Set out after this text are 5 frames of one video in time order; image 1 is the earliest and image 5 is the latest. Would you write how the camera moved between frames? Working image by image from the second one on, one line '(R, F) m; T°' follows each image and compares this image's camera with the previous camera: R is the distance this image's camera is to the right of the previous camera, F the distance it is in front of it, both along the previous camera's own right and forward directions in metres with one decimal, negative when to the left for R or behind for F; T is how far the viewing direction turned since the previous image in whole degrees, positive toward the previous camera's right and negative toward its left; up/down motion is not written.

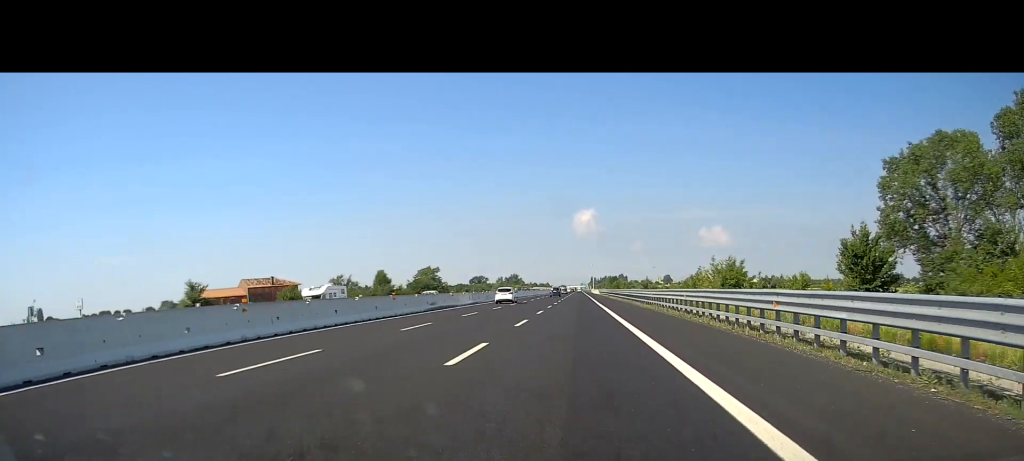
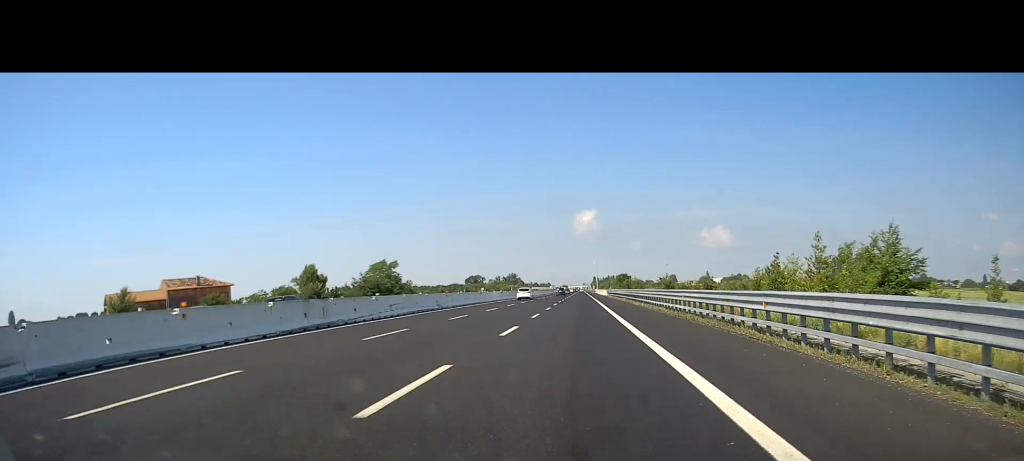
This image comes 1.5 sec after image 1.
(+0.1, +39.4) m; +1°
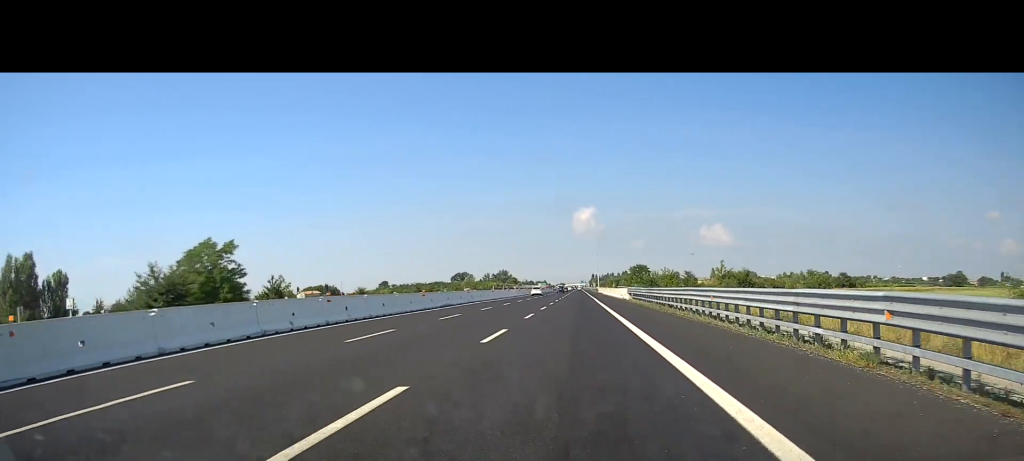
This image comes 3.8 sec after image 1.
(+0.5, +60.2) m; 0°
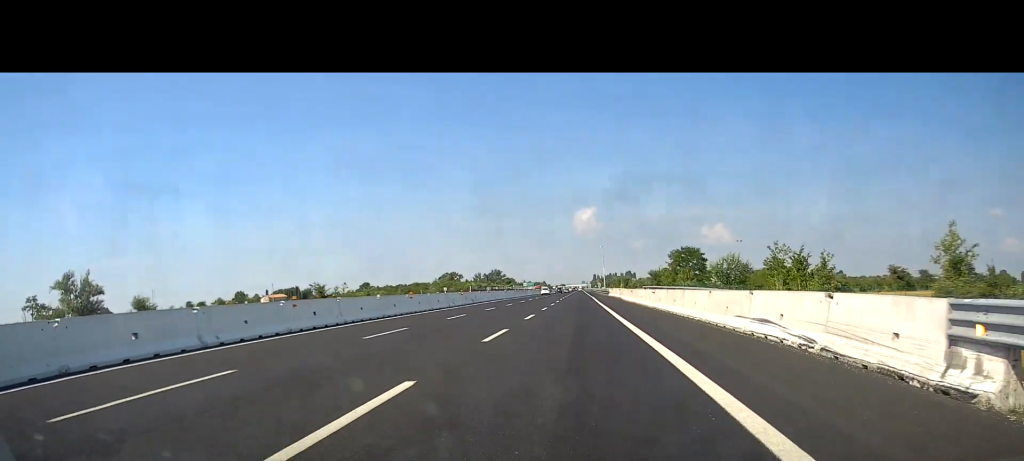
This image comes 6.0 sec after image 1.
(+0.7, +57.6) m; 0°
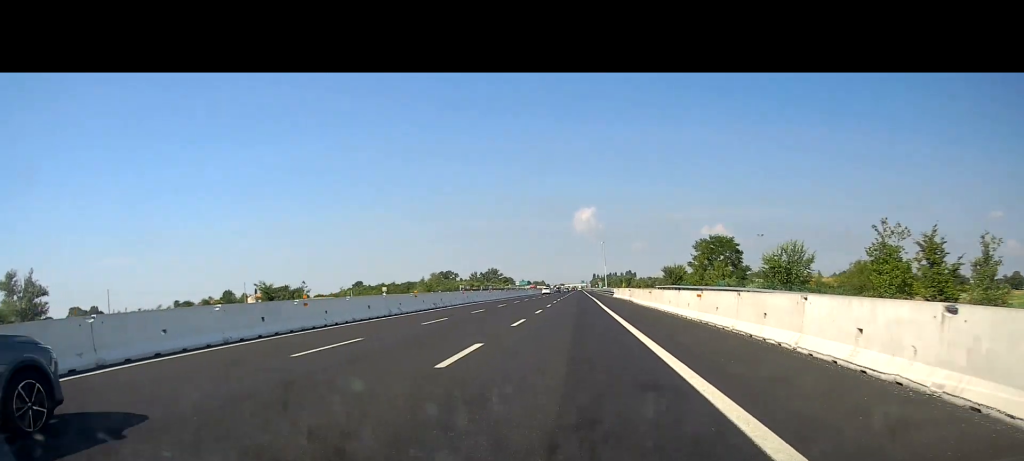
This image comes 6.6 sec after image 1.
(-0.2, +16.6) m; -1°
